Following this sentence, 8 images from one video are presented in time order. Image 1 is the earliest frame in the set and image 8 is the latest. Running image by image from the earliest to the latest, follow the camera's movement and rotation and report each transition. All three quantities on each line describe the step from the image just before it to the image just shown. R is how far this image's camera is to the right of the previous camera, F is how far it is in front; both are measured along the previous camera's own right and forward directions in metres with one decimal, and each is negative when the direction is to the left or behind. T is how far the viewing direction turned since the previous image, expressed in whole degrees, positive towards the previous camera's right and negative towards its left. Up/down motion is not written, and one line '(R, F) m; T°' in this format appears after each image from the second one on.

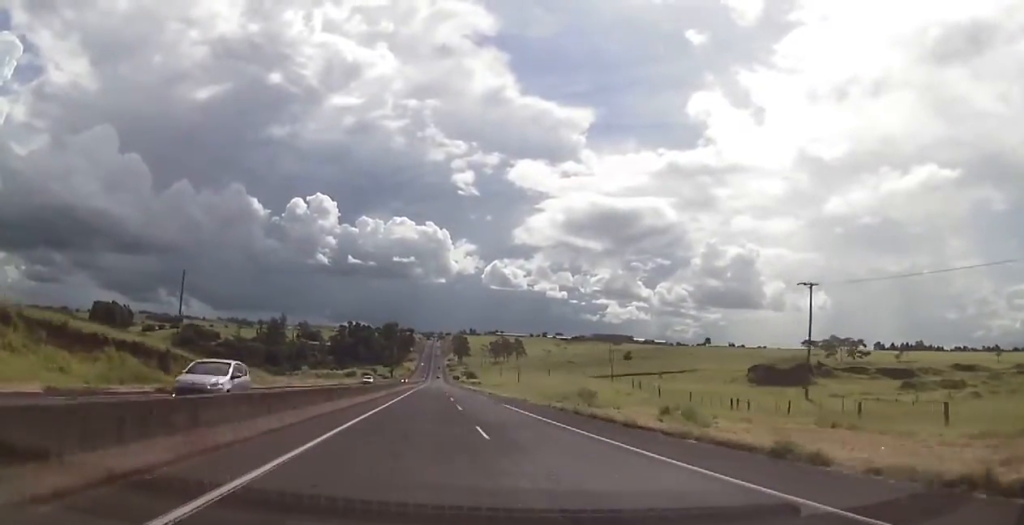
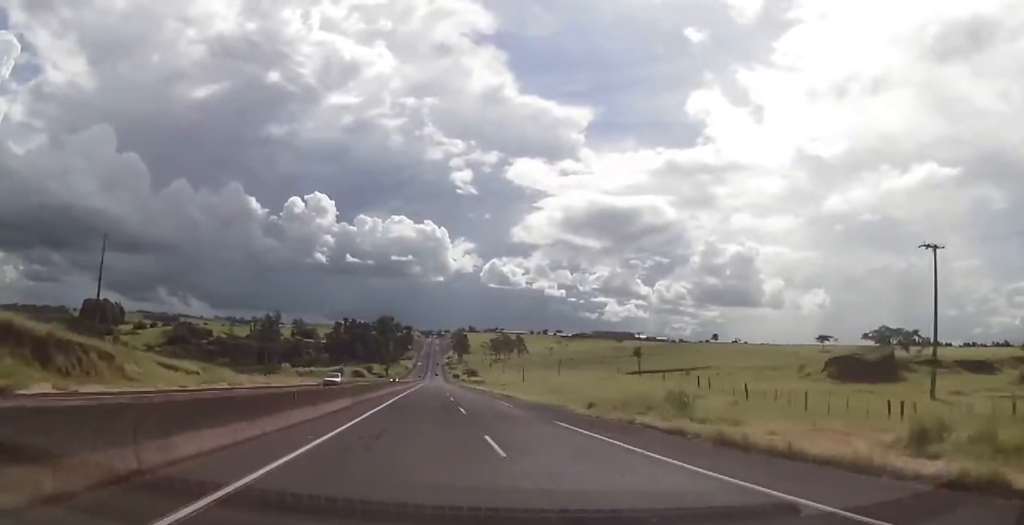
(0.0, +18.8) m; 0°
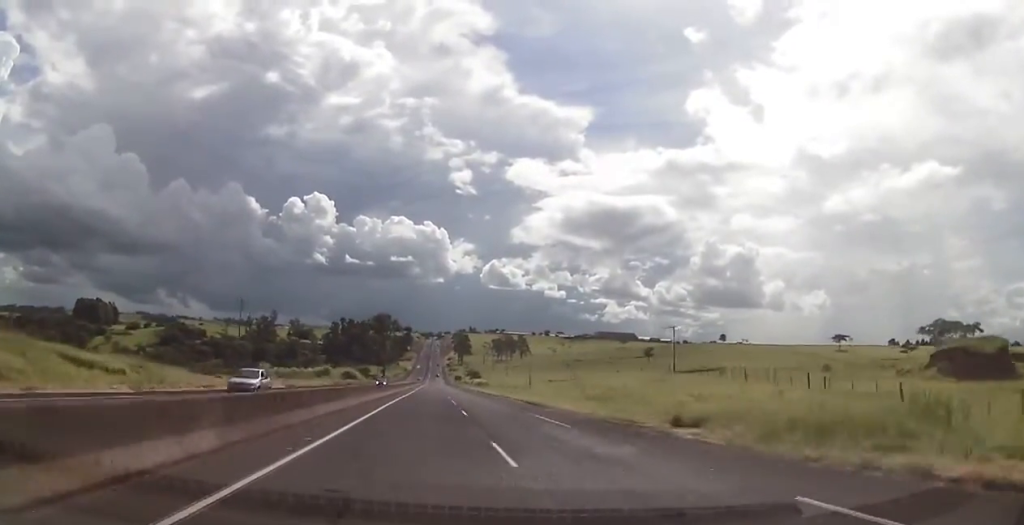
(-0.2, +17.1) m; 0°
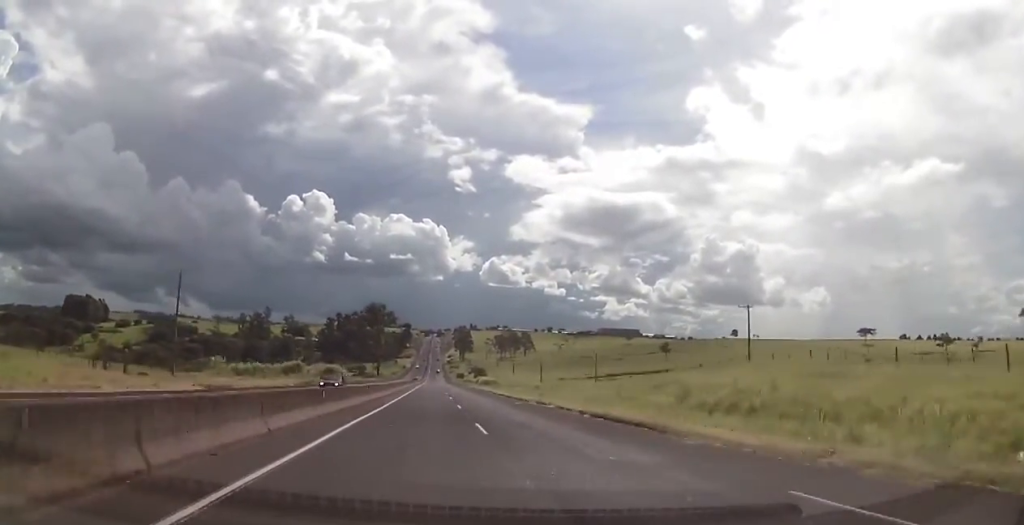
(+0.2, +24.5) m; 0°
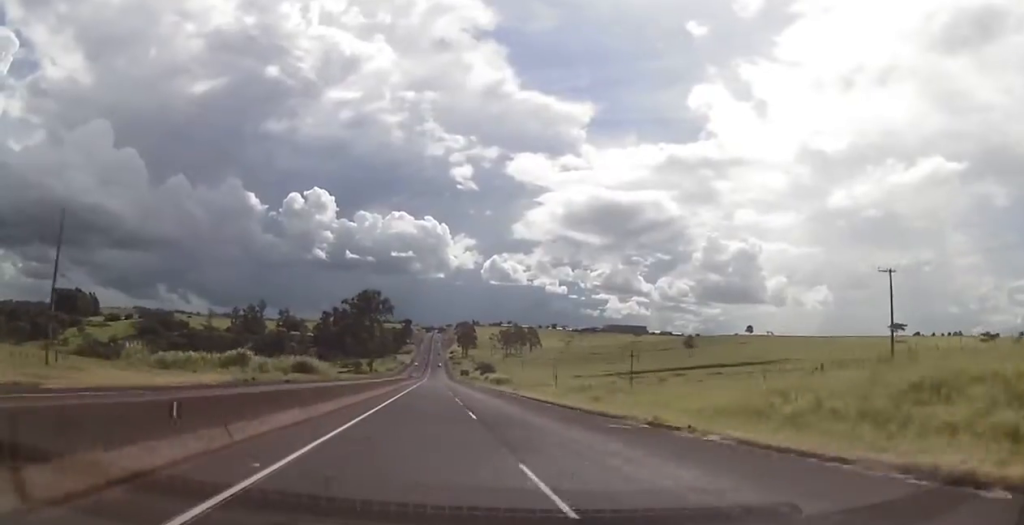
(0.0, +25.9) m; 0°
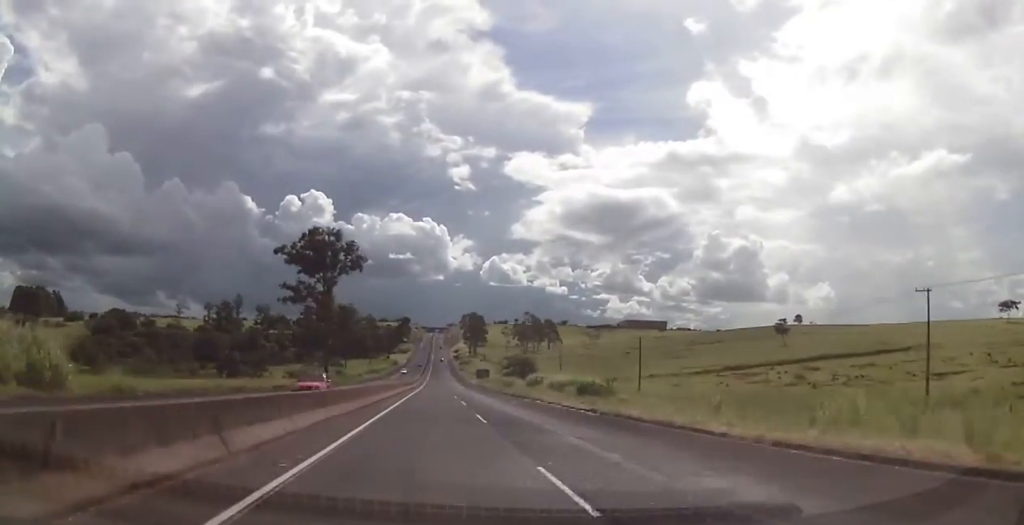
(-0.3, +77.0) m; 0°
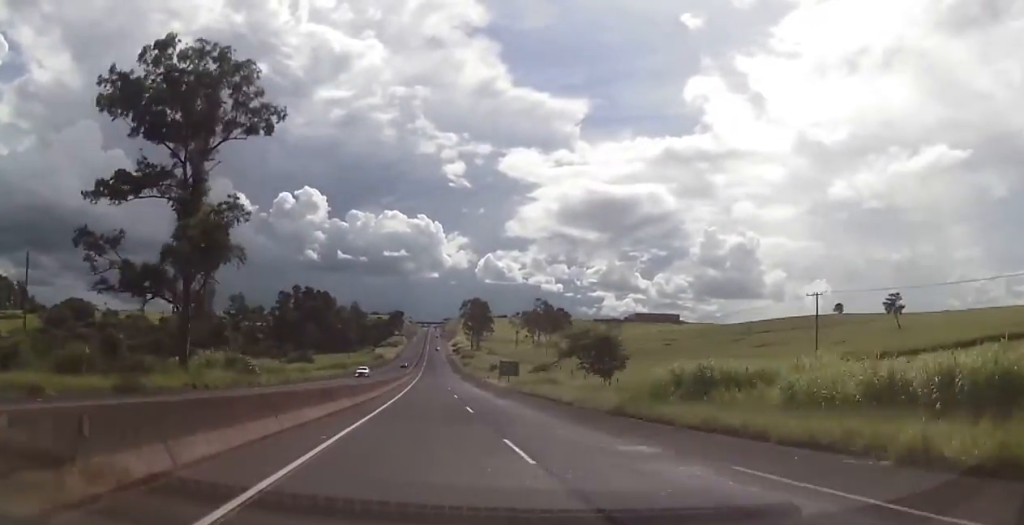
(+0.4, +58.0) m; +1°
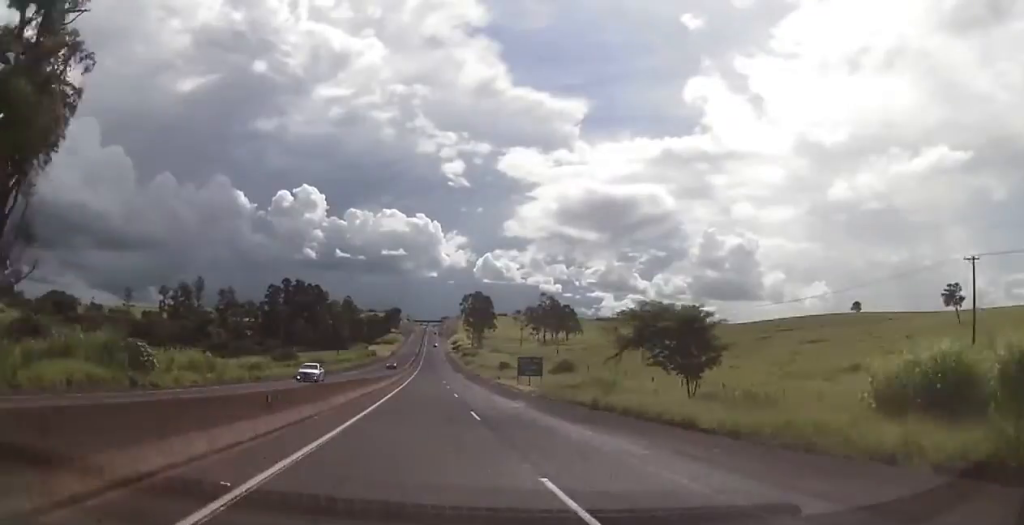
(0.0, +21.6) m; 0°
